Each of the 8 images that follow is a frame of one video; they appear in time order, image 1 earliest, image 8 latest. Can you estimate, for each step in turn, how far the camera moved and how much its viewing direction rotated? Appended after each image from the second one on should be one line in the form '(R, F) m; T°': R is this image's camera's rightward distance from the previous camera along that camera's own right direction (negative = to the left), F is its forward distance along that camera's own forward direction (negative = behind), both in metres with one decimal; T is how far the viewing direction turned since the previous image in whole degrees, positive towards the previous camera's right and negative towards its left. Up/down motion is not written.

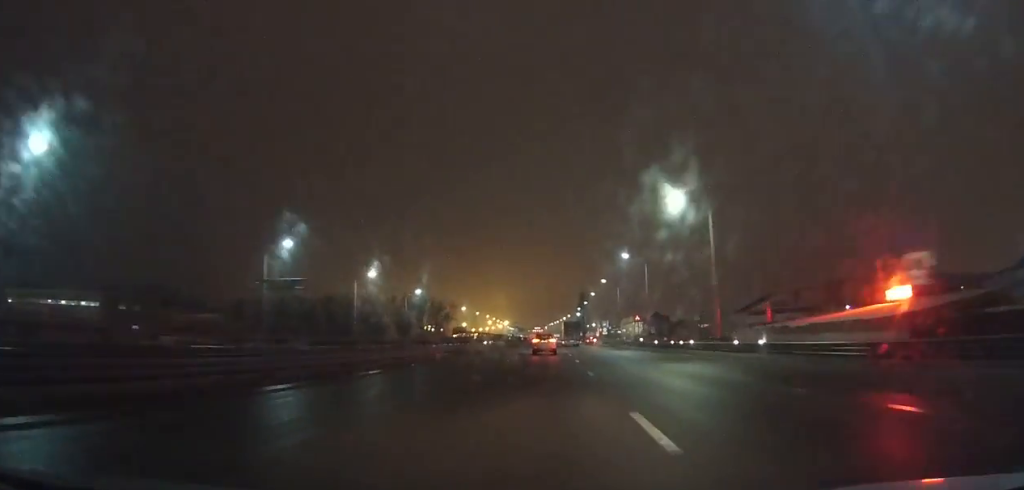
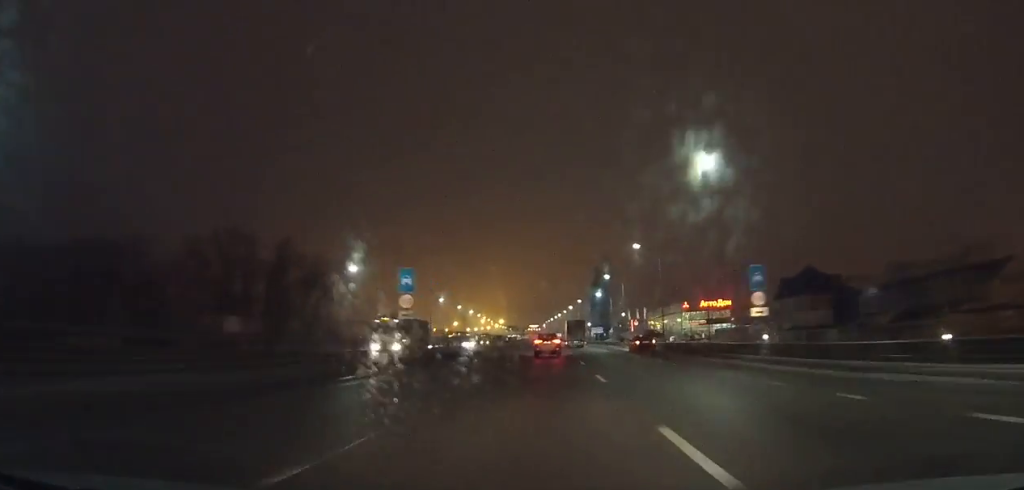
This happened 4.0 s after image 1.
(+0.1, +96.7) m; 0°
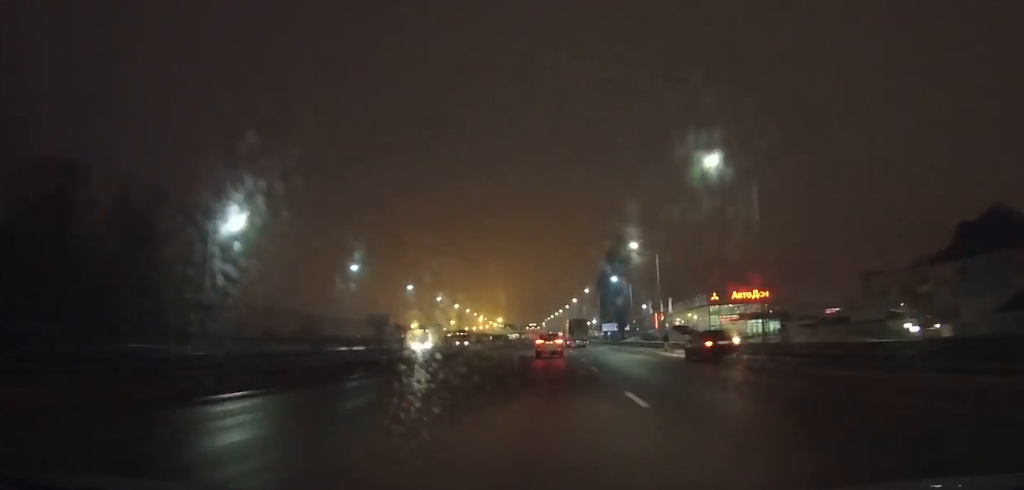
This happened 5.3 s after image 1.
(0.0, +31.1) m; 0°
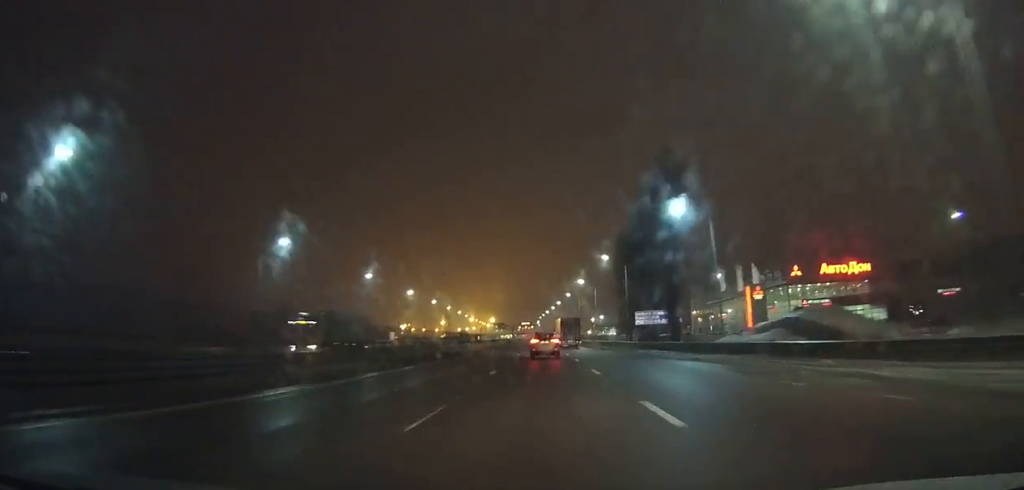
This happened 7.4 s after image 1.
(-0.1, +50.0) m; 0°
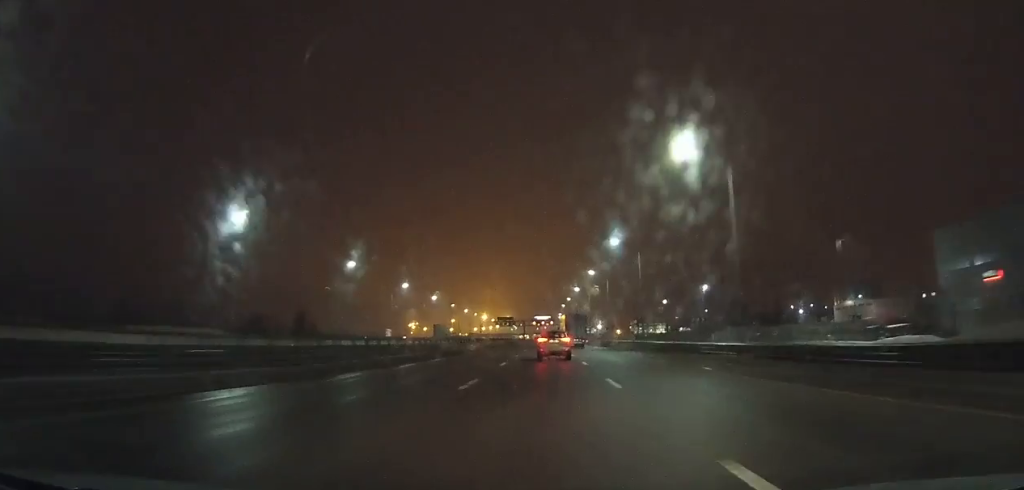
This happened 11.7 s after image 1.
(-1.4, +100.6) m; -2°
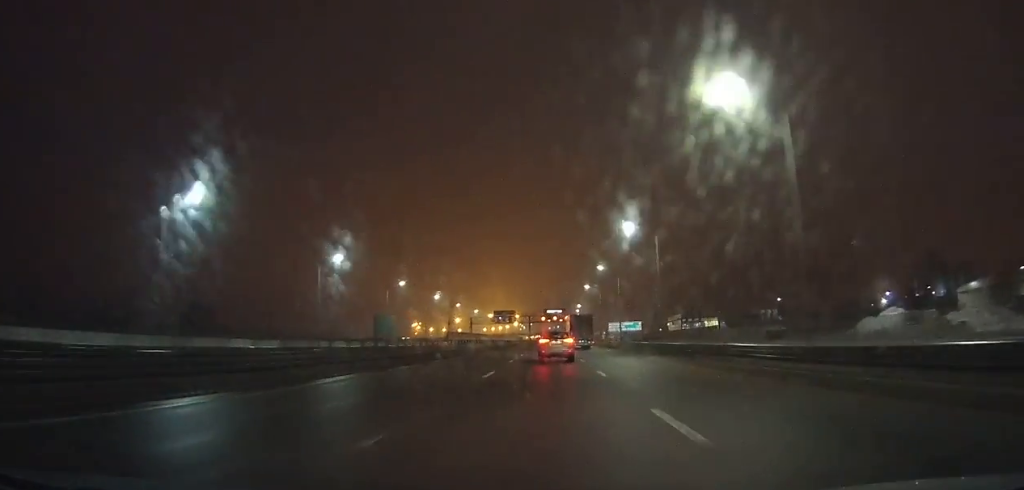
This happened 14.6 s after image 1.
(-0.7, +66.1) m; -1°
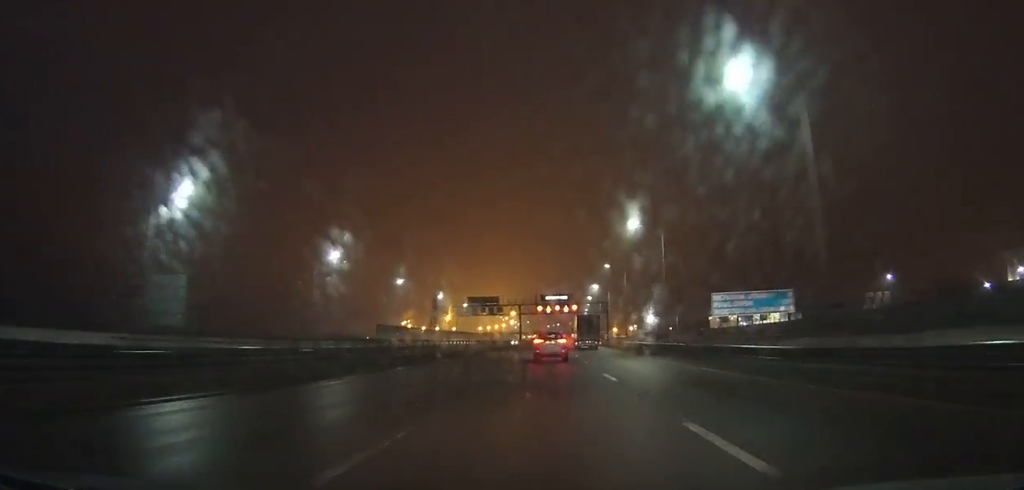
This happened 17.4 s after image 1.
(-0.1, +62.5) m; 0°
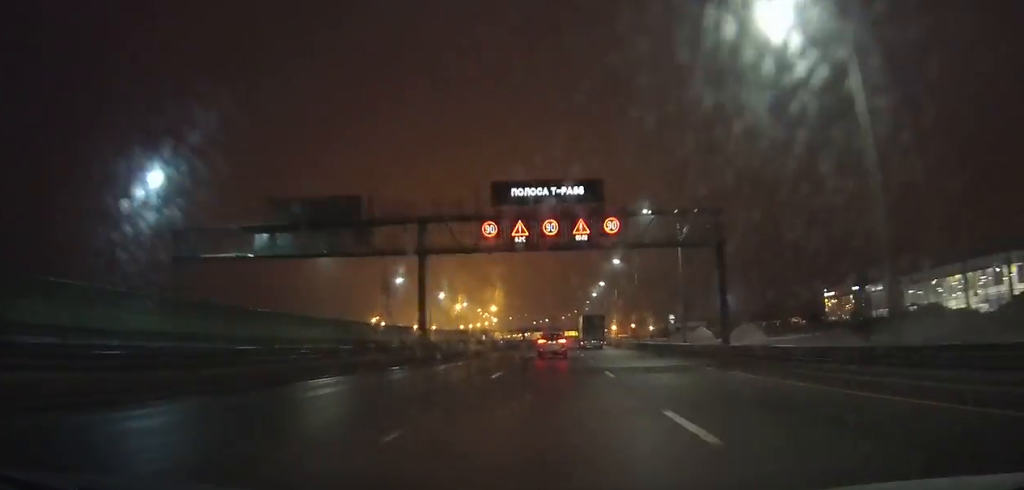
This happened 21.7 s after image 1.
(+1.1, +93.7) m; +2°
